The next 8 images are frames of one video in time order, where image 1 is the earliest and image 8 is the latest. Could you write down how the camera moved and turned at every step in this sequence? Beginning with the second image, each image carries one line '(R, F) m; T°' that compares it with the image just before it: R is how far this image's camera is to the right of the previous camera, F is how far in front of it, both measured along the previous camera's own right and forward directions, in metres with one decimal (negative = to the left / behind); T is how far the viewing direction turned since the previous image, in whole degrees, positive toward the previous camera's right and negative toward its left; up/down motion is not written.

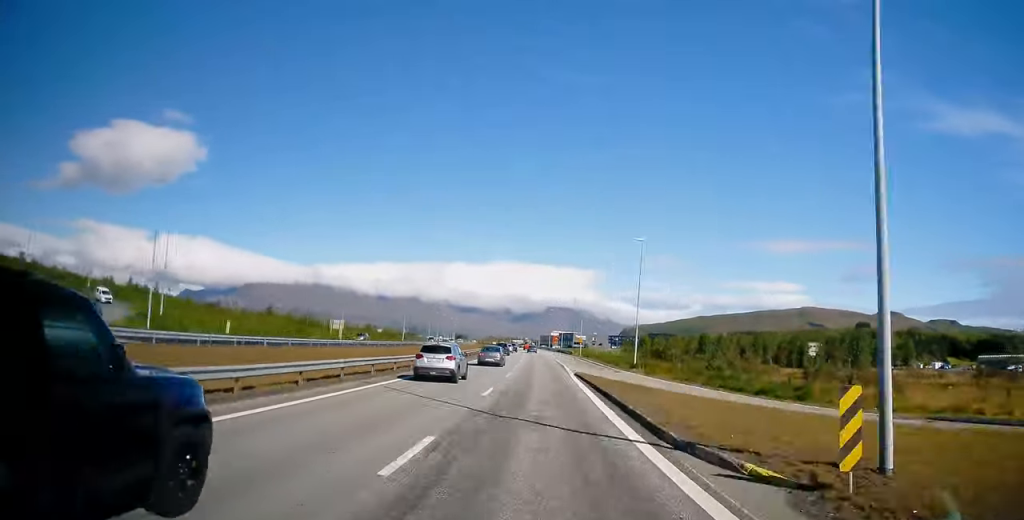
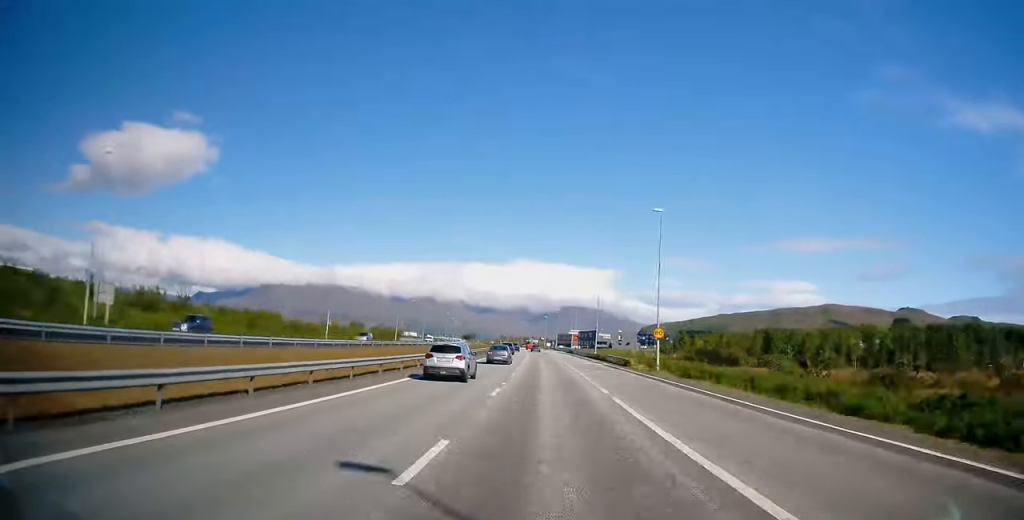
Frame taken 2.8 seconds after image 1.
(-1.1, +60.4) m; -2°
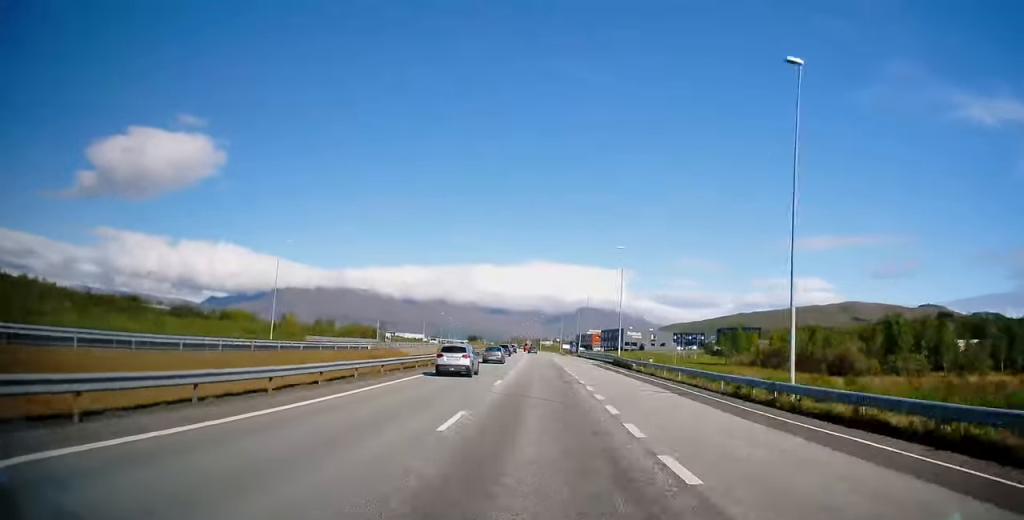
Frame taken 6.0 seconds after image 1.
(-0.9, +69.1) m; -2°
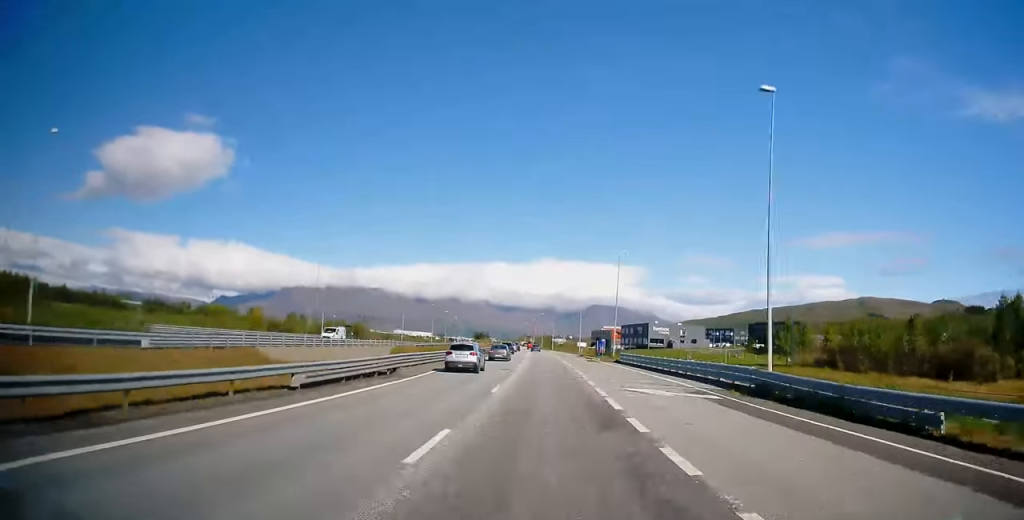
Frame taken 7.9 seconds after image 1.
(-0.4, +40.4) m; -1°
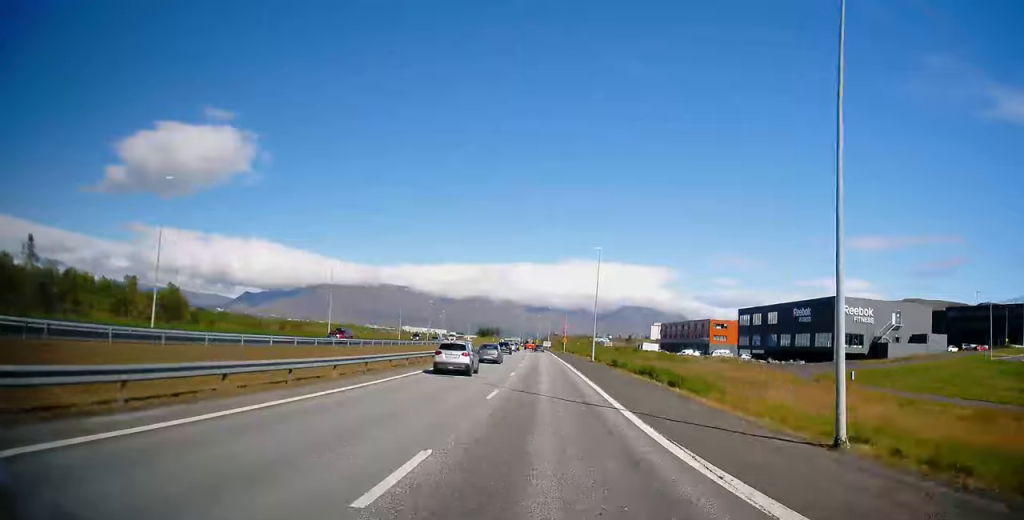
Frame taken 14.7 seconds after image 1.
(-3.8, +145.5) m; -3°
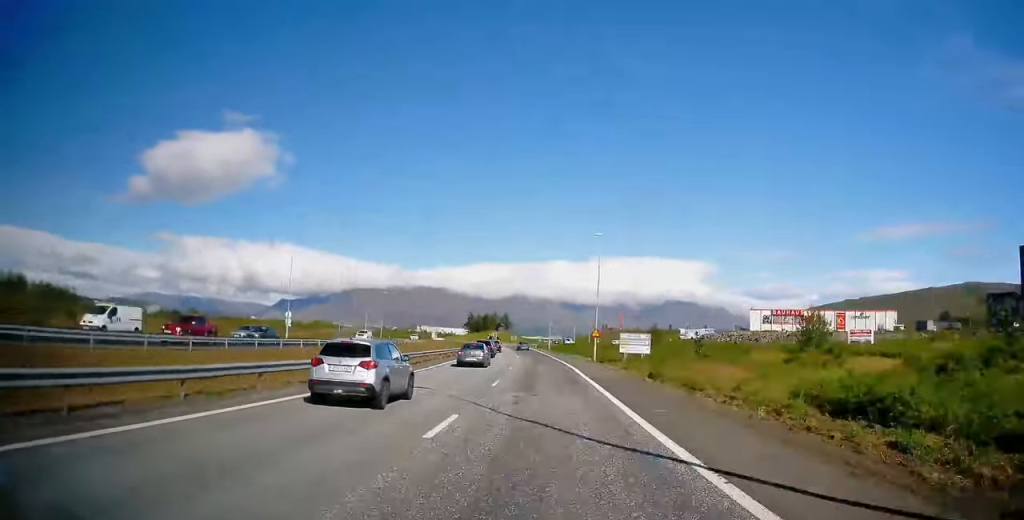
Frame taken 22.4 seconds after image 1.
(-3.9, +146.8) m; -4°
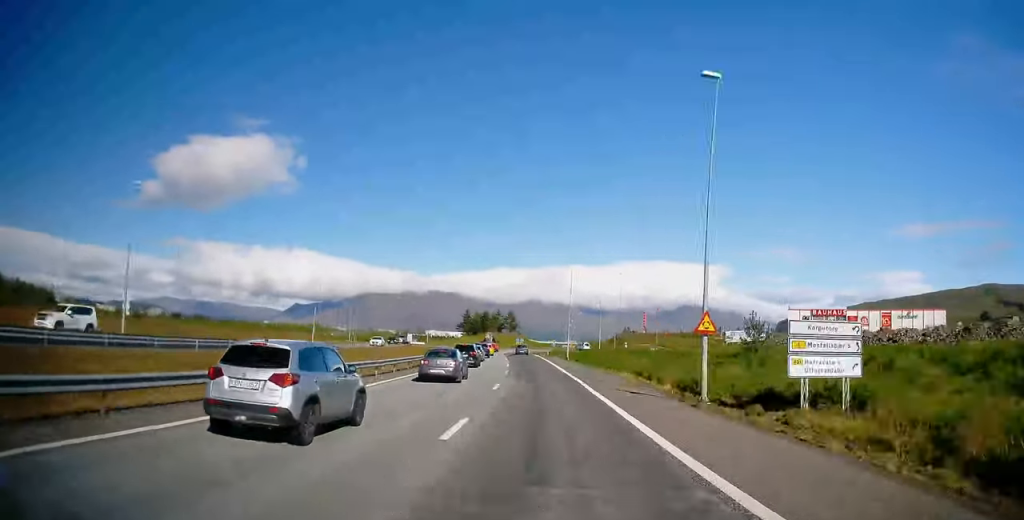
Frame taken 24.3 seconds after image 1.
(-0.4, +29.1) m; -2°
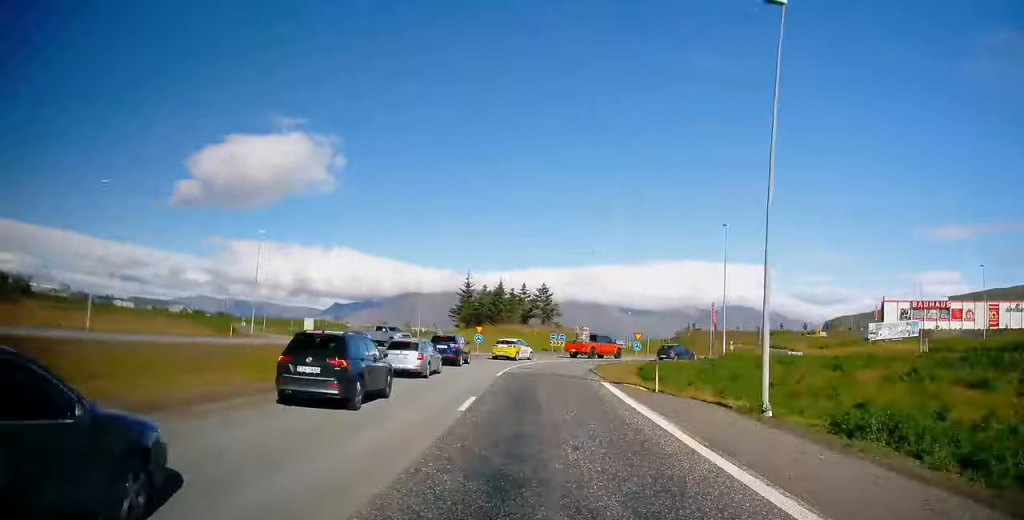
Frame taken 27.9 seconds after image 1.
(-1.4, +45.9) m; +1°
